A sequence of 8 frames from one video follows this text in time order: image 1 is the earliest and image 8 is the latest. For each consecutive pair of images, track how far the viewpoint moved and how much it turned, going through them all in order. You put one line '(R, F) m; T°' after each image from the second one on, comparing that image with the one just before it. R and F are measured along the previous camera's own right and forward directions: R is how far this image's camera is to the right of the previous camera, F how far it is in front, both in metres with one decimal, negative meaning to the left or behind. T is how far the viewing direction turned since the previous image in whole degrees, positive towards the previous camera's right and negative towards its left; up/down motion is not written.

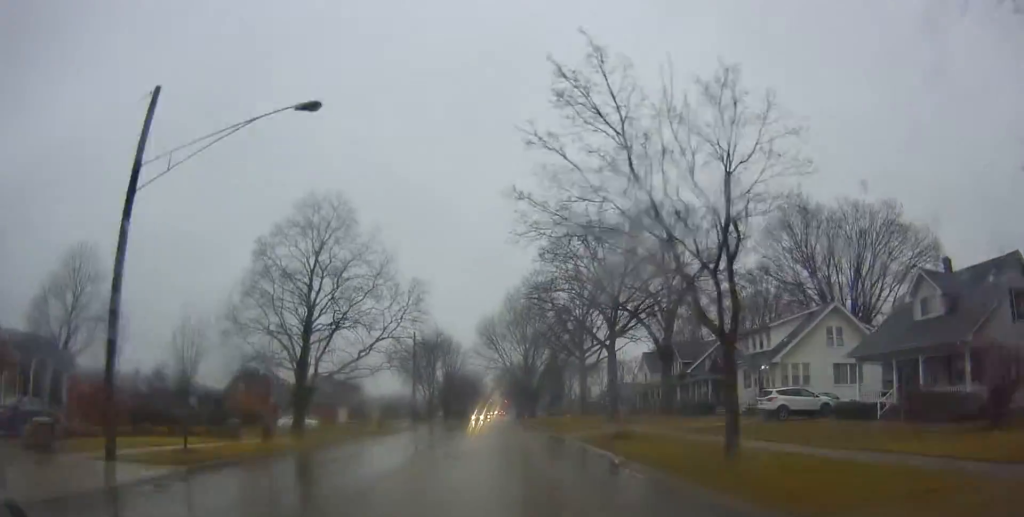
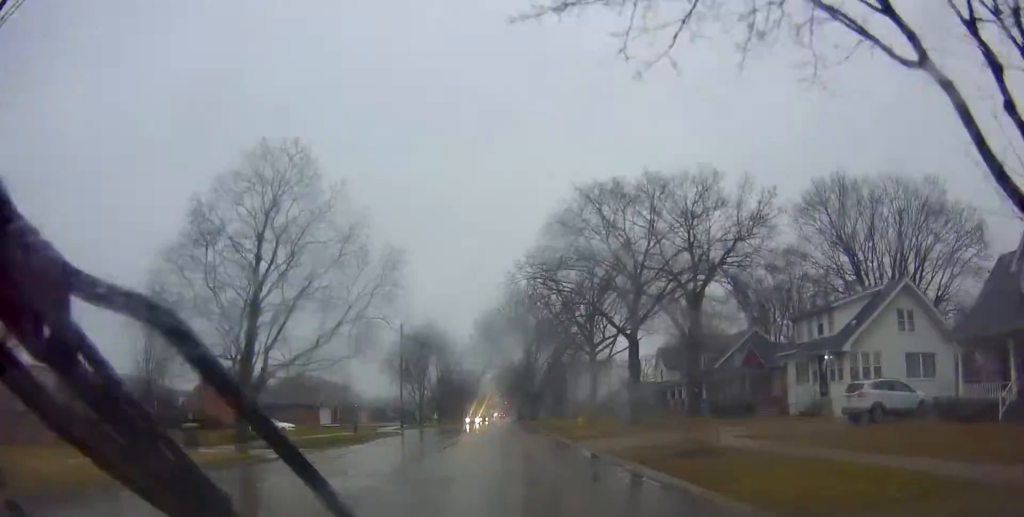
(+0.3, +8.6) m; 0°
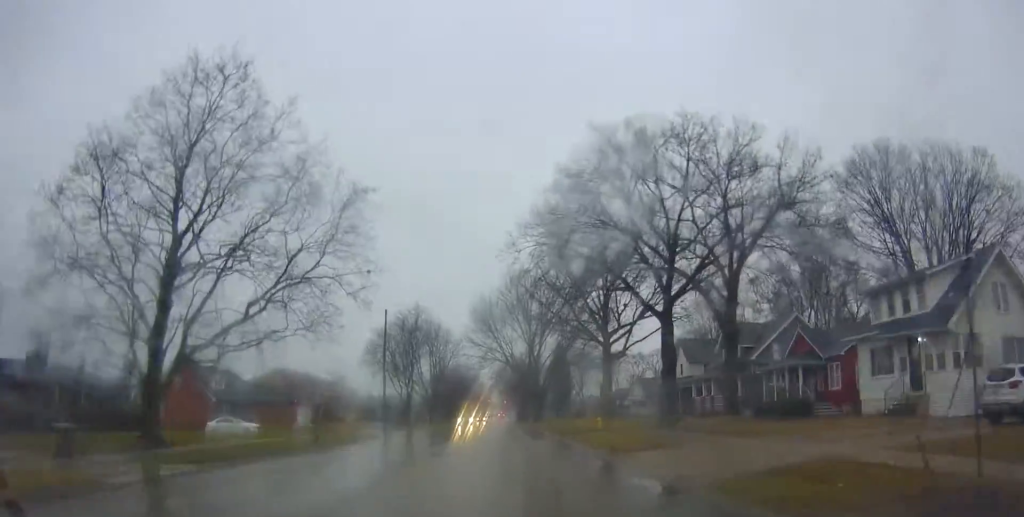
(+0.4, +8.6) m; 0°
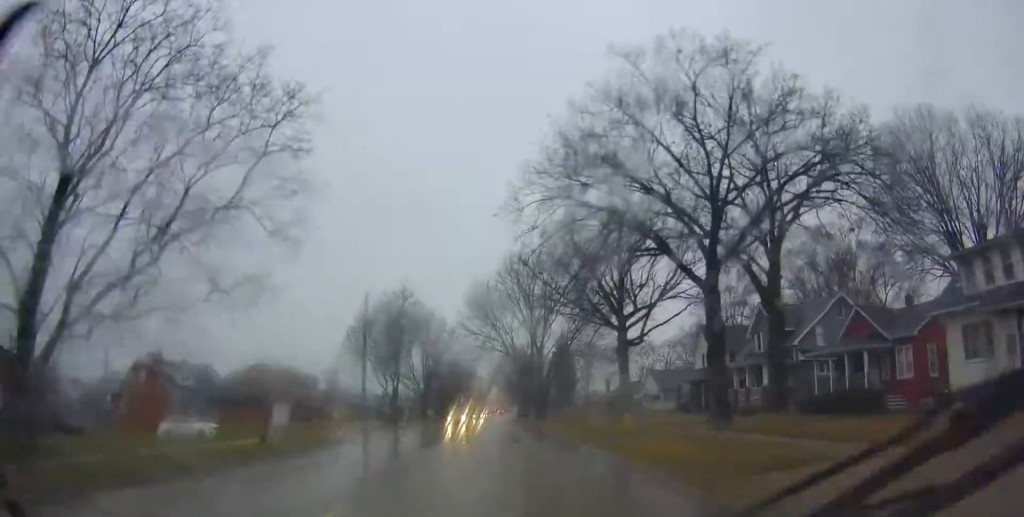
(-0.3, +7.6) m; 0°
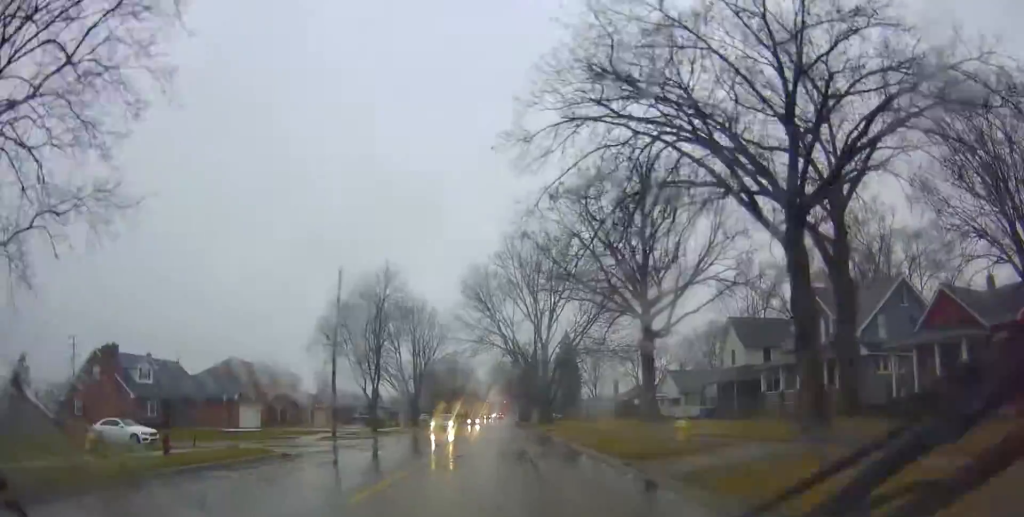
(-0.4, +8.1) m; 0°
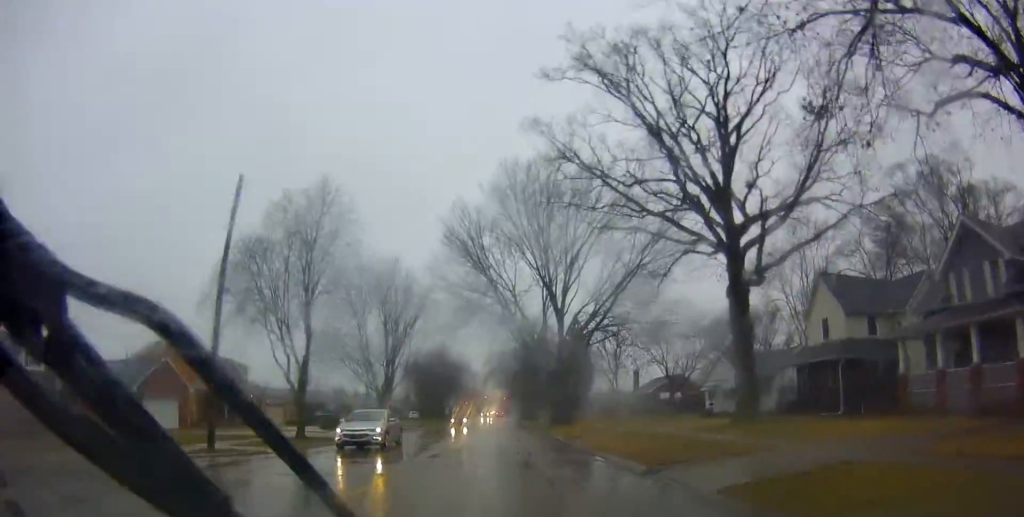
(+0.7, +16.2) m; +3°
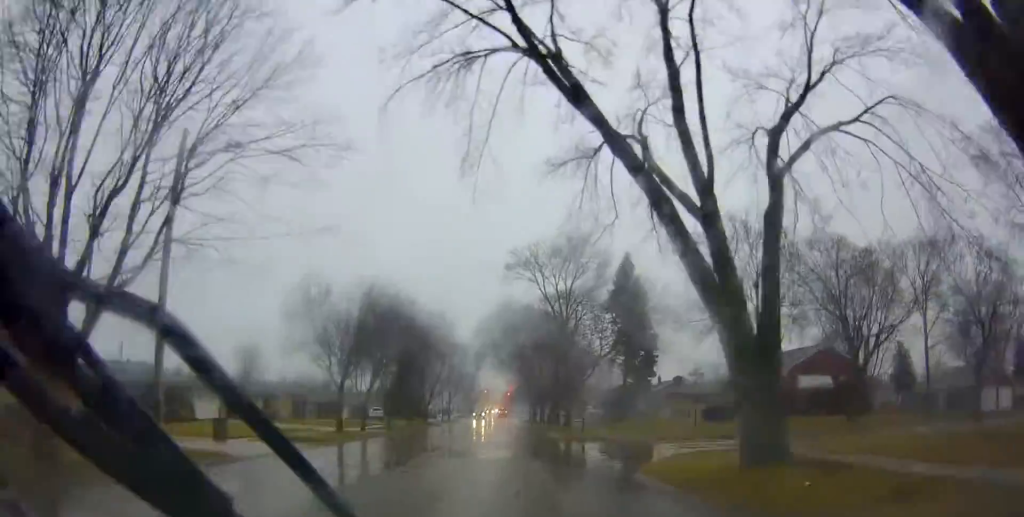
(-0.2, +38.6) m; -1°
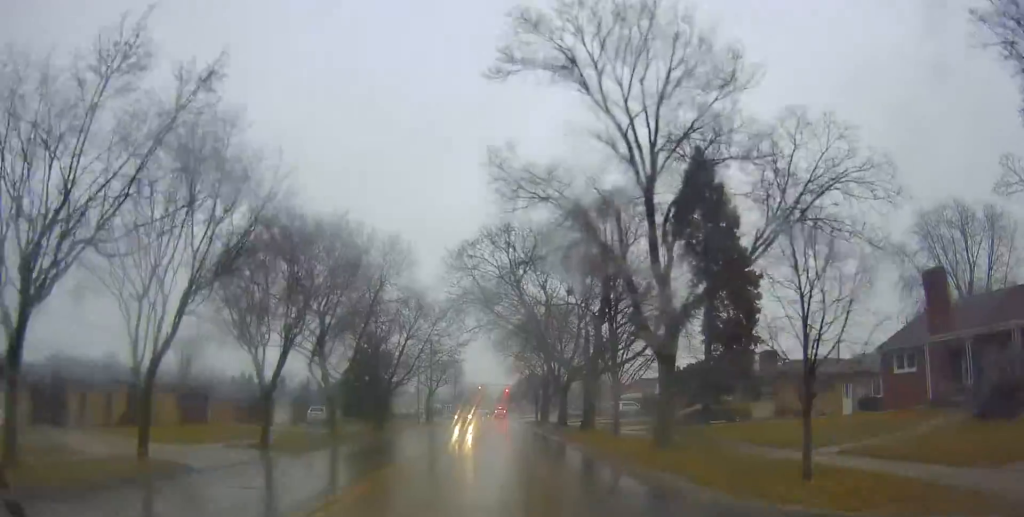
(+0.1, +24.9) m; +1°
